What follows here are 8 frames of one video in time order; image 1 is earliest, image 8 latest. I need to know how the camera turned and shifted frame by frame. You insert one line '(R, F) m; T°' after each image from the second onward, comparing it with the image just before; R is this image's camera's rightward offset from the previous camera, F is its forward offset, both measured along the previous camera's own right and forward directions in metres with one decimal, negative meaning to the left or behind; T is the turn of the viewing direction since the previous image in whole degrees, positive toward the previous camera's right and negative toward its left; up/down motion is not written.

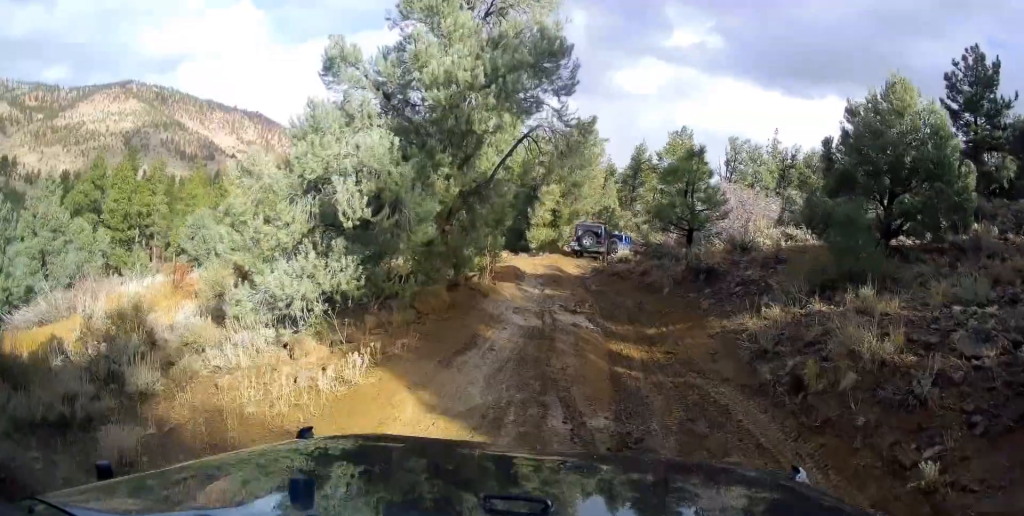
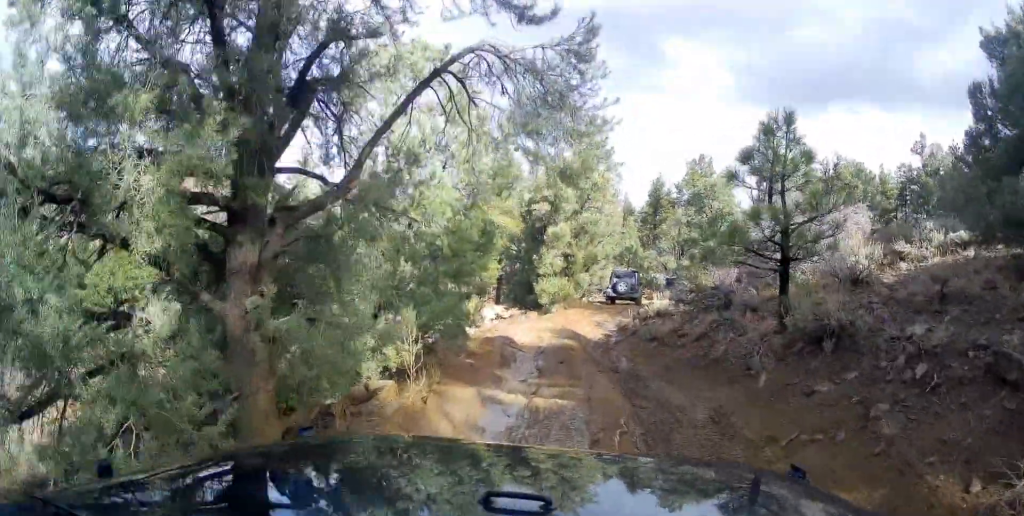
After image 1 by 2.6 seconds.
(+0.2, +6.6) m; -4°
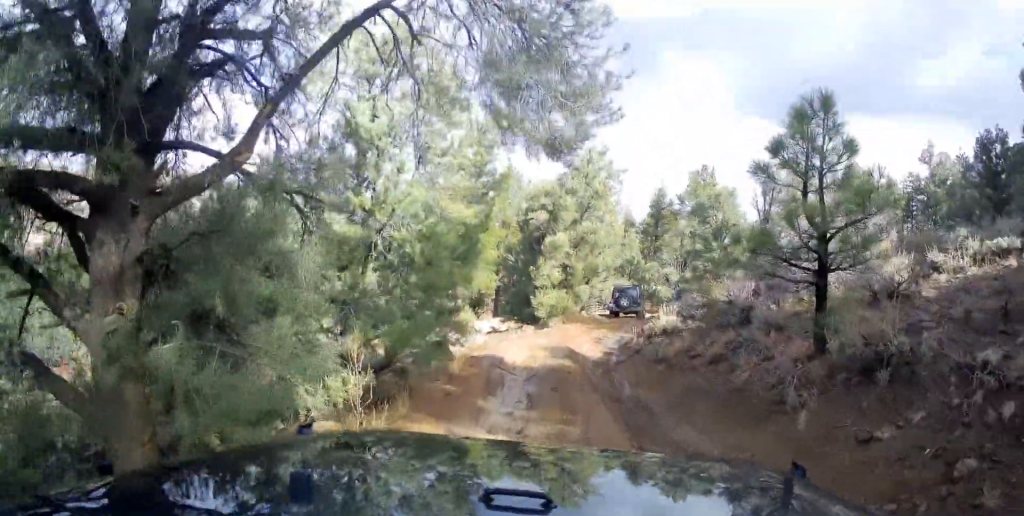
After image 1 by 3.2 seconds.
(0.0, +1.3) m; 0°
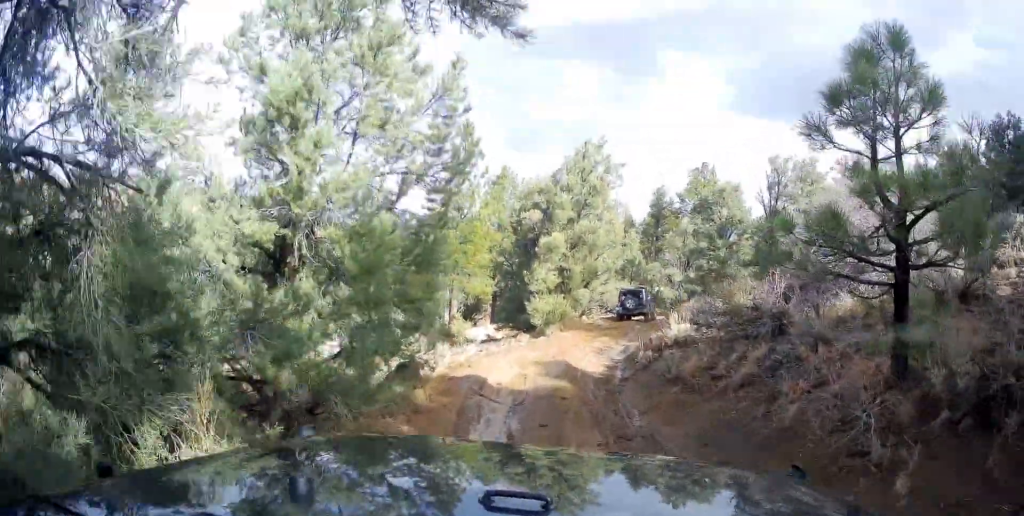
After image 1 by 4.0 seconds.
(0.0, +1.8) m; -7°
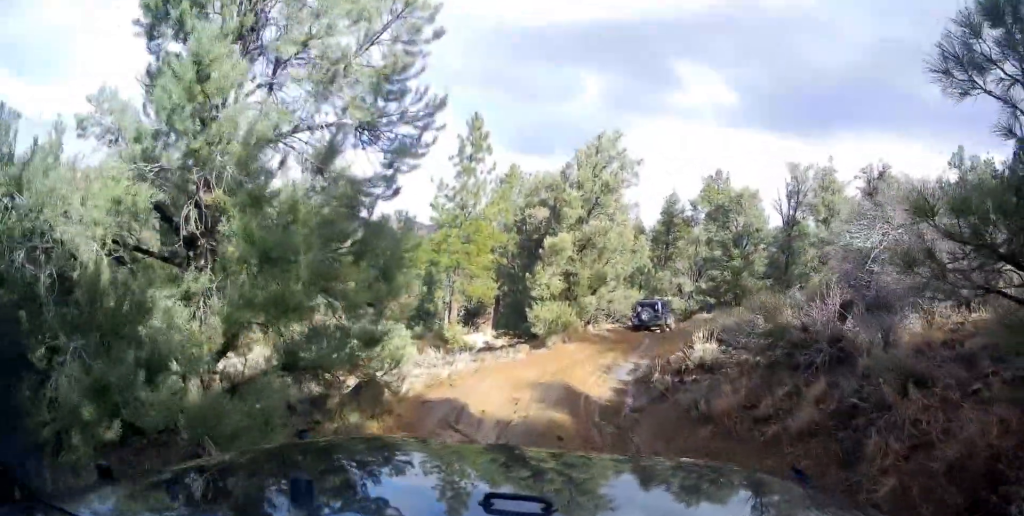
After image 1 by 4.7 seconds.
(-0.1, +1.8) m; 0°
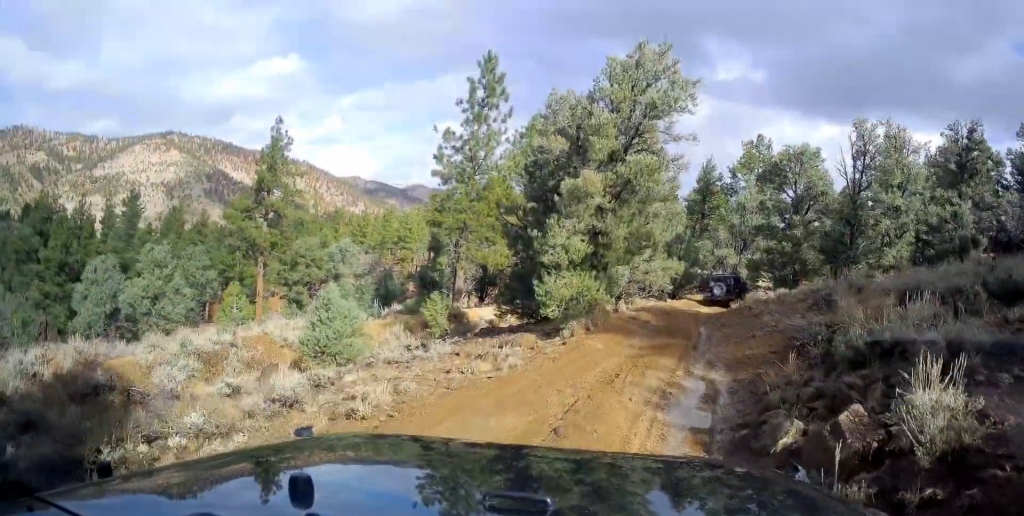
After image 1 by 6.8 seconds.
(+0.7, +6.5) m; +11°
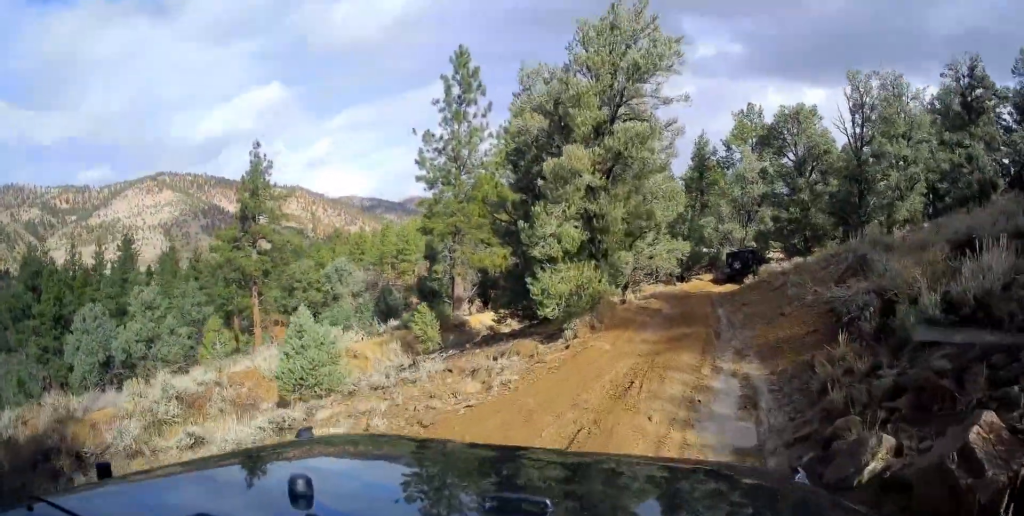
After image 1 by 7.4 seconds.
(-0.1, +1.9) m; +1°
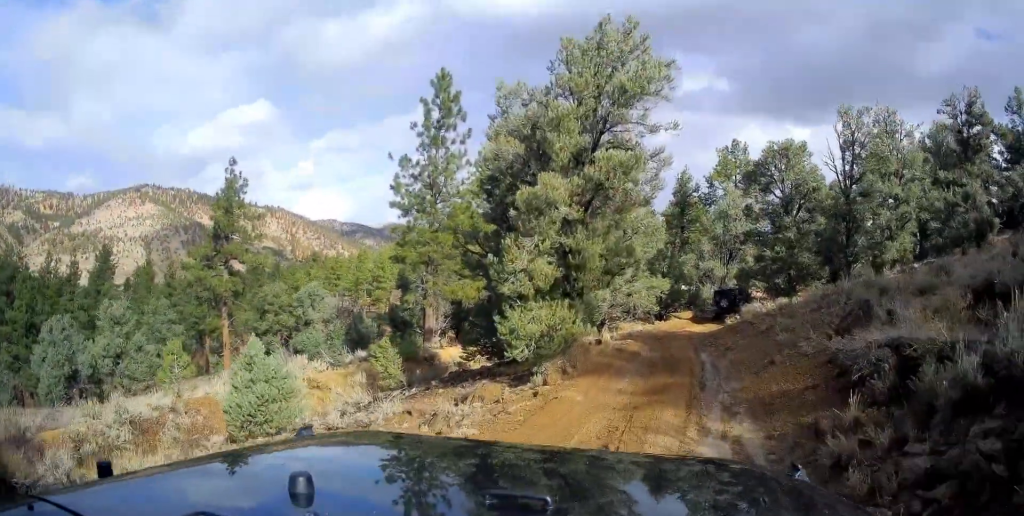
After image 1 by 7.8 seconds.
(0.0, +1.4) m; +3°
